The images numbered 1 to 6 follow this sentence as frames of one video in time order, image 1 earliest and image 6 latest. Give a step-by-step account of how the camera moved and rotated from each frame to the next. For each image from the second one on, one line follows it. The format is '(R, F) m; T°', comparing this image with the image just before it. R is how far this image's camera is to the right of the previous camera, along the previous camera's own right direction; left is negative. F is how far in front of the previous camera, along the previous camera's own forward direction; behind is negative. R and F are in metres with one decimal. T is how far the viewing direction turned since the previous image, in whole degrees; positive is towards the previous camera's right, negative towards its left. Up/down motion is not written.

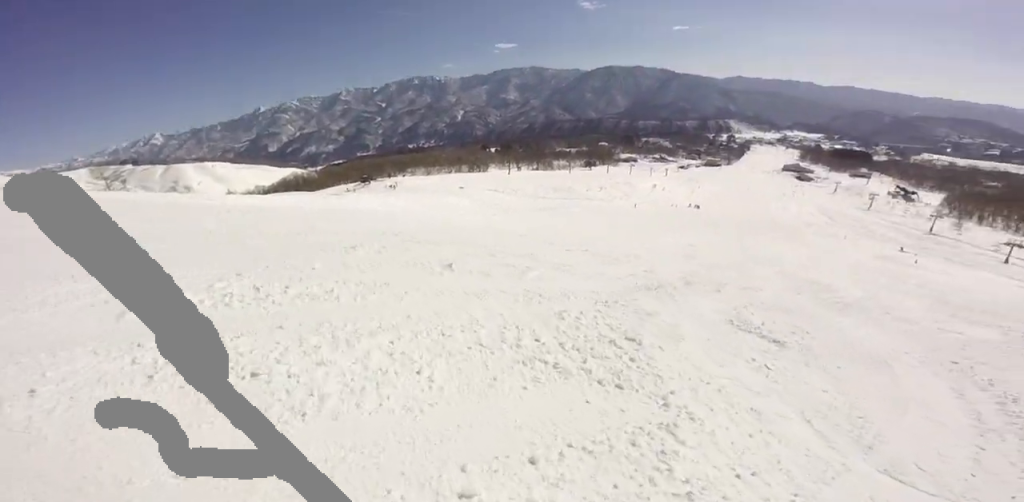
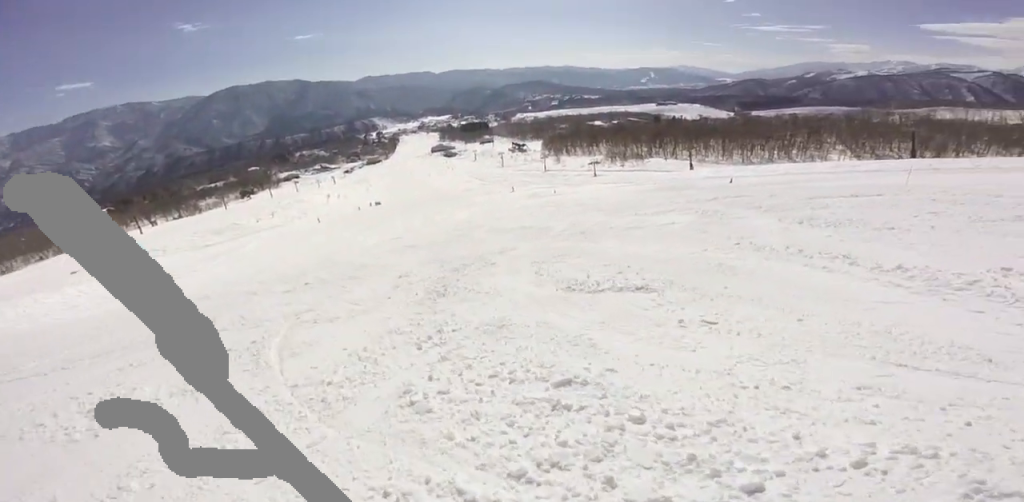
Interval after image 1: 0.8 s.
(+0.5, +3.2) m; +8°
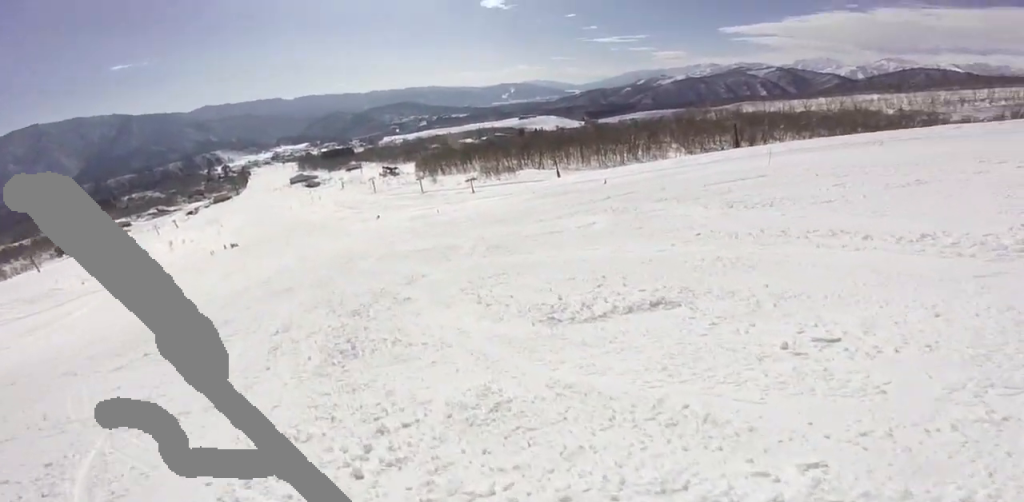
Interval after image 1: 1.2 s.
(+0.1, +1.9) m; +7°
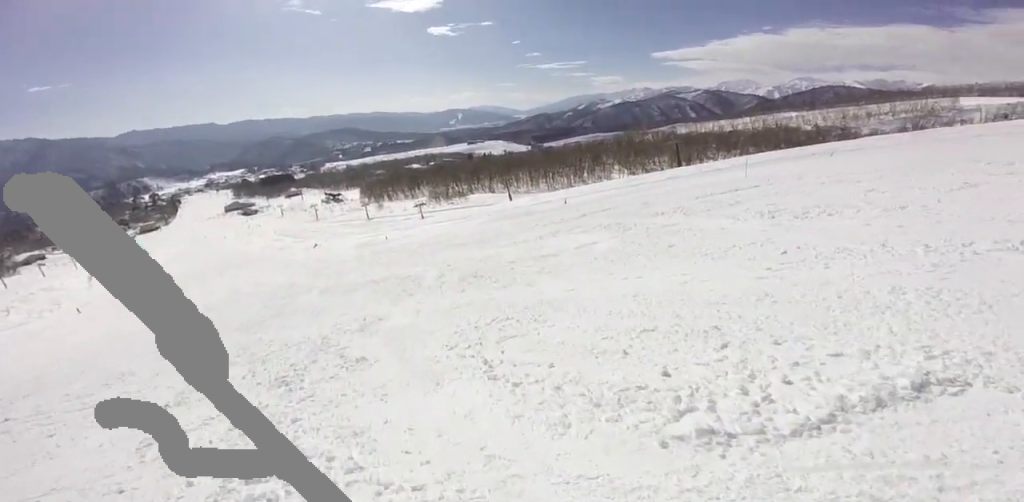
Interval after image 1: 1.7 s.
(-0.1, +1.9) m; +9°
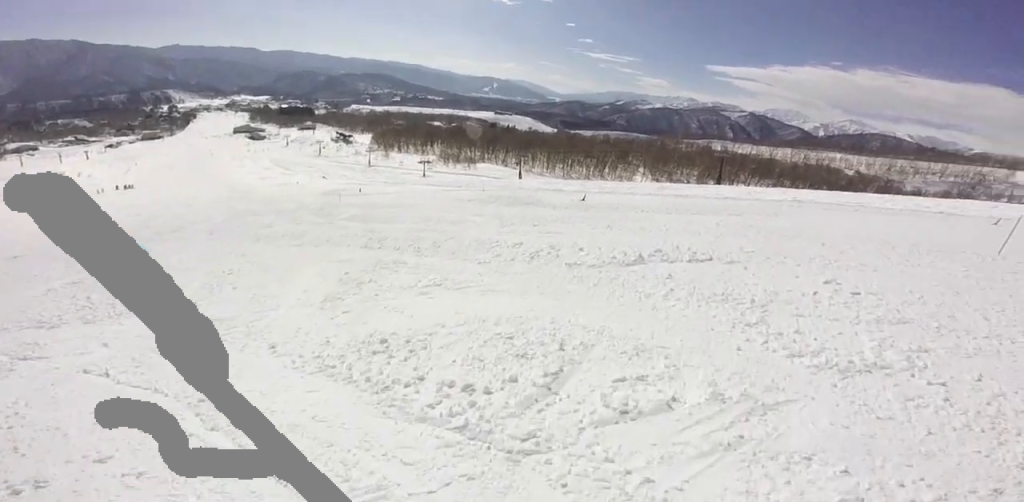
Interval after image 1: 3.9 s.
(+3.2, +8.5) m; +23°
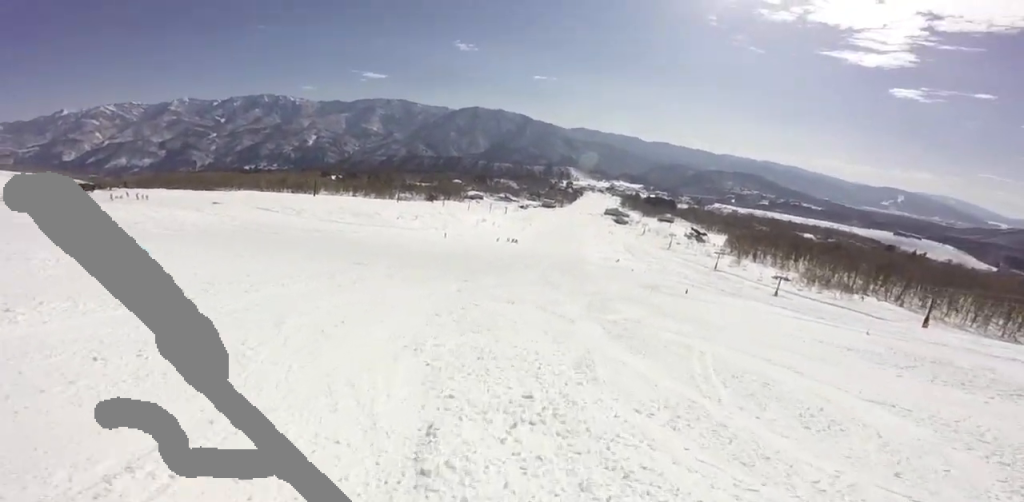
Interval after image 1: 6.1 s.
(-4.7, +4.9) m; -63°
